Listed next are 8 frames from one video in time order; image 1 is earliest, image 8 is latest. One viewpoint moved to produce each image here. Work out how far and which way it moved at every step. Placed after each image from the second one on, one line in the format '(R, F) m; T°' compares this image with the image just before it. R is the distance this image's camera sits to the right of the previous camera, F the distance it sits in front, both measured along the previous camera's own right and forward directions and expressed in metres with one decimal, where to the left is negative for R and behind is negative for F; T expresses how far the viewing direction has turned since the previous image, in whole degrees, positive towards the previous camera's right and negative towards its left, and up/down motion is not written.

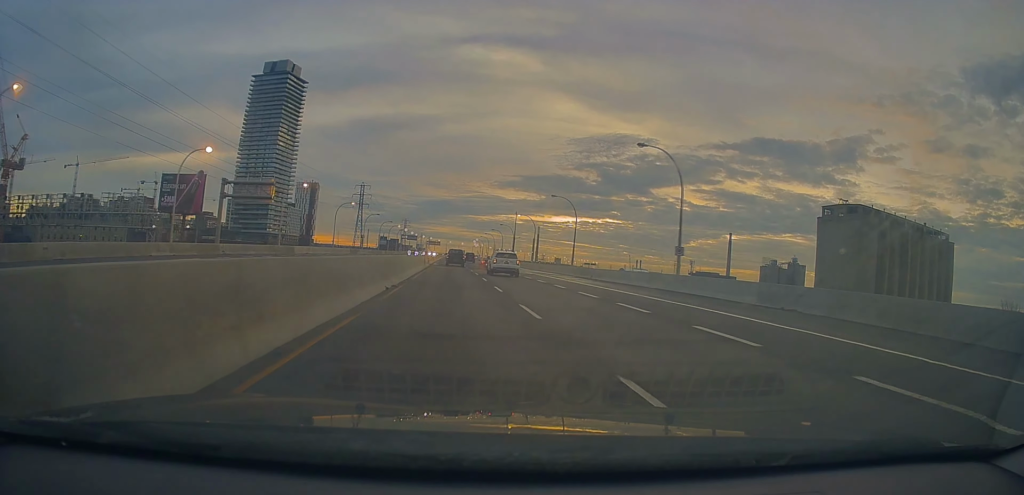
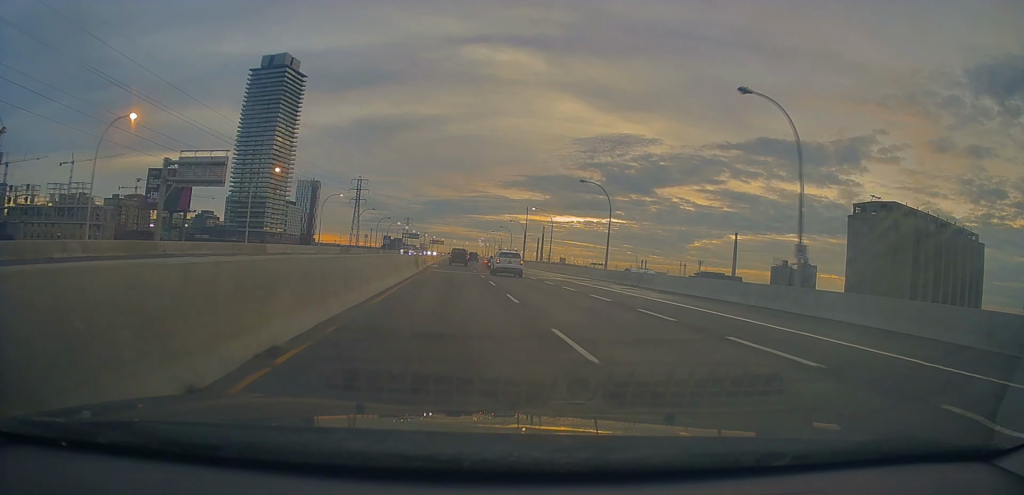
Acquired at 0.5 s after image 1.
(-0.1, +13.6) m; 0°
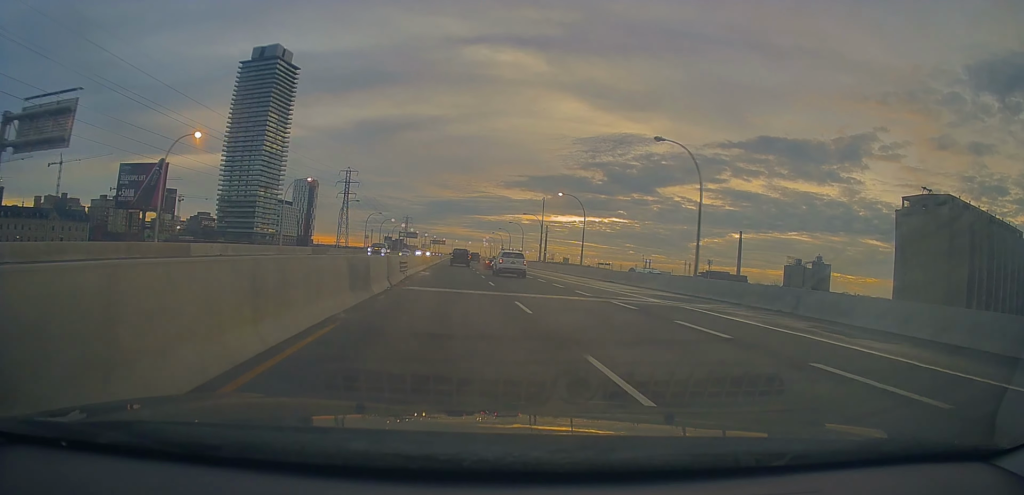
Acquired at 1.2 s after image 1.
(+0.2, +20.7) m; 0°
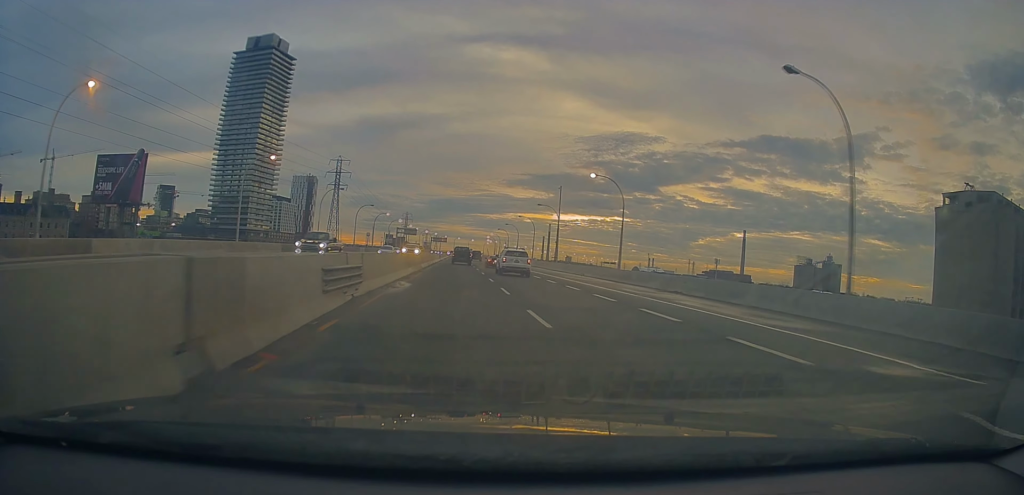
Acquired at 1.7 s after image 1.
(0.0, +14.8) m; -1°
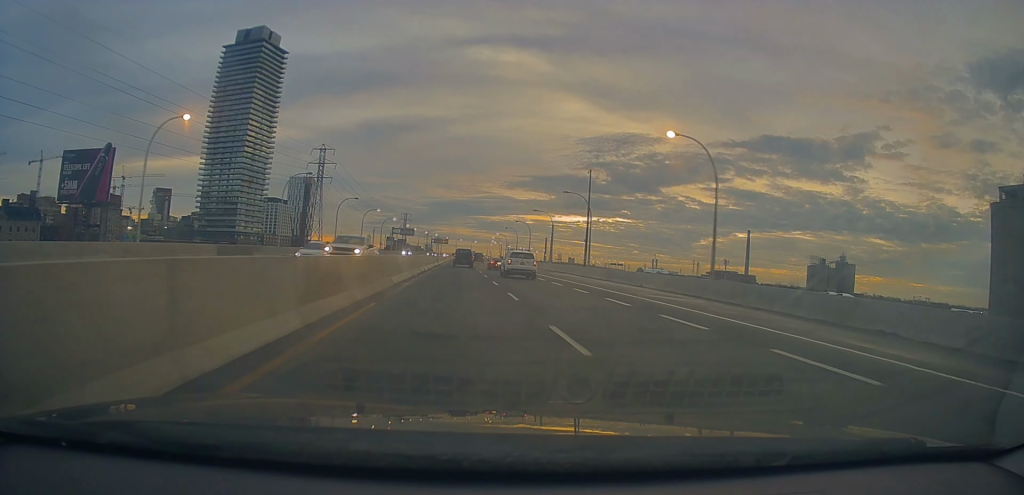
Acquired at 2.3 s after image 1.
(-0.3, +19.0) m; -1°
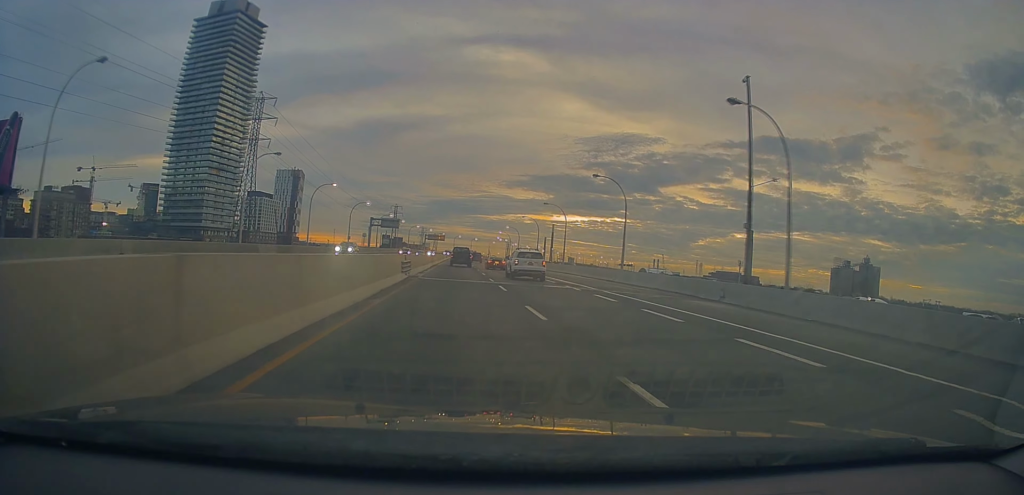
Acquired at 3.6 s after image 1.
(-0.3, +40.1) m; 0°
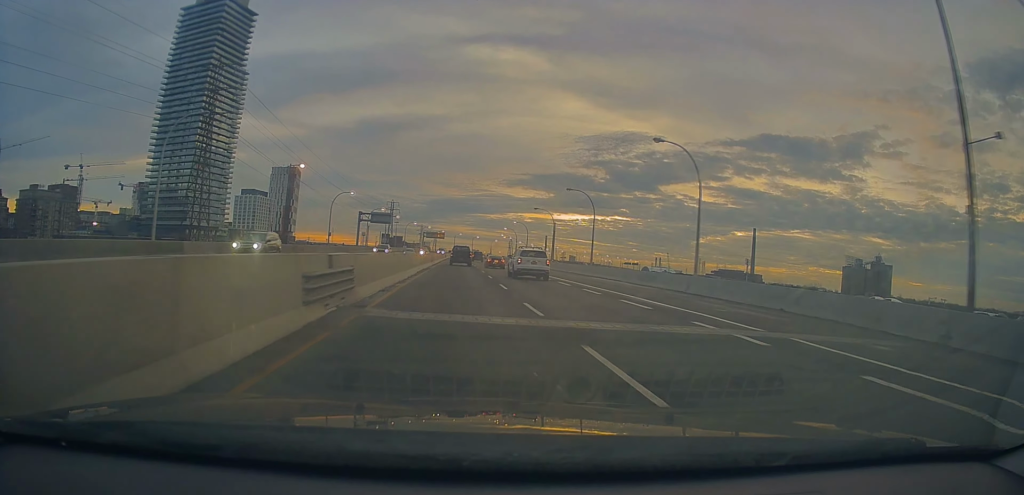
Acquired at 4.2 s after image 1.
(+0.4, +16.1) m; 0°
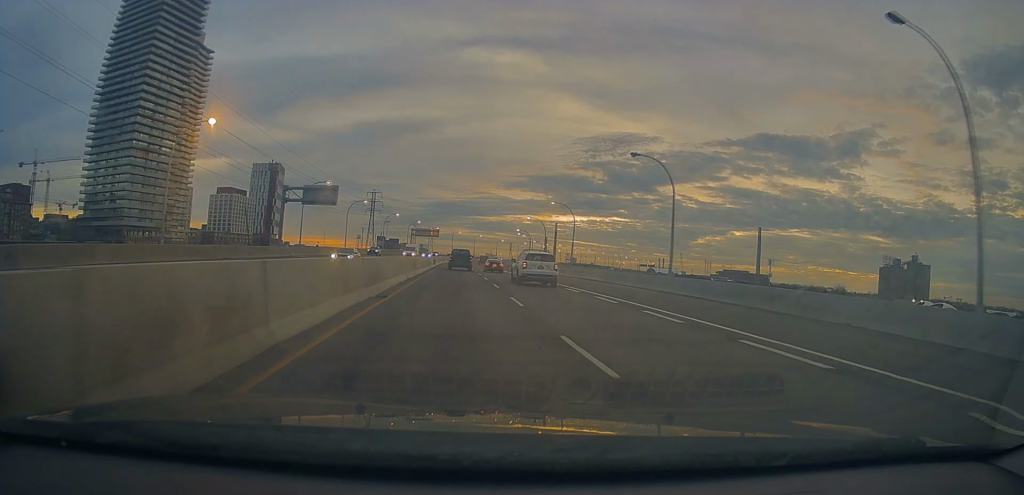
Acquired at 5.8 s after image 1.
(+0.1, +50.3) m; +1°
